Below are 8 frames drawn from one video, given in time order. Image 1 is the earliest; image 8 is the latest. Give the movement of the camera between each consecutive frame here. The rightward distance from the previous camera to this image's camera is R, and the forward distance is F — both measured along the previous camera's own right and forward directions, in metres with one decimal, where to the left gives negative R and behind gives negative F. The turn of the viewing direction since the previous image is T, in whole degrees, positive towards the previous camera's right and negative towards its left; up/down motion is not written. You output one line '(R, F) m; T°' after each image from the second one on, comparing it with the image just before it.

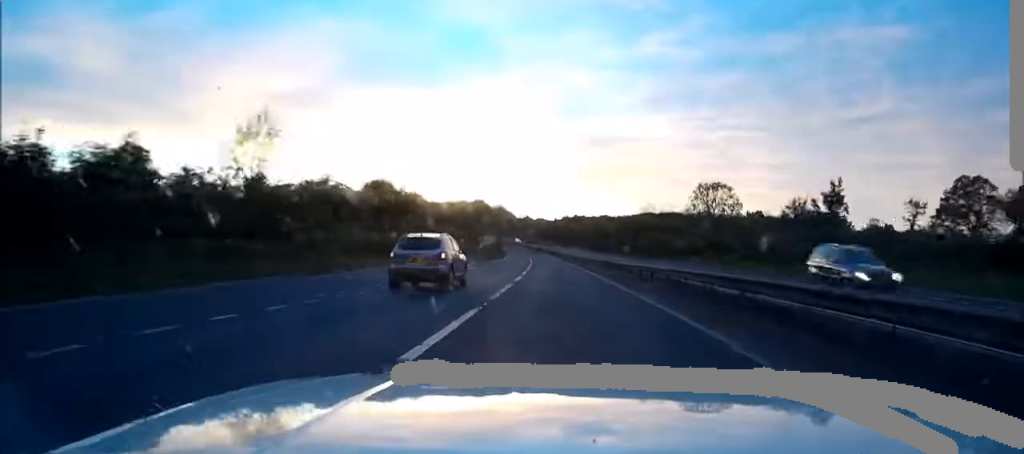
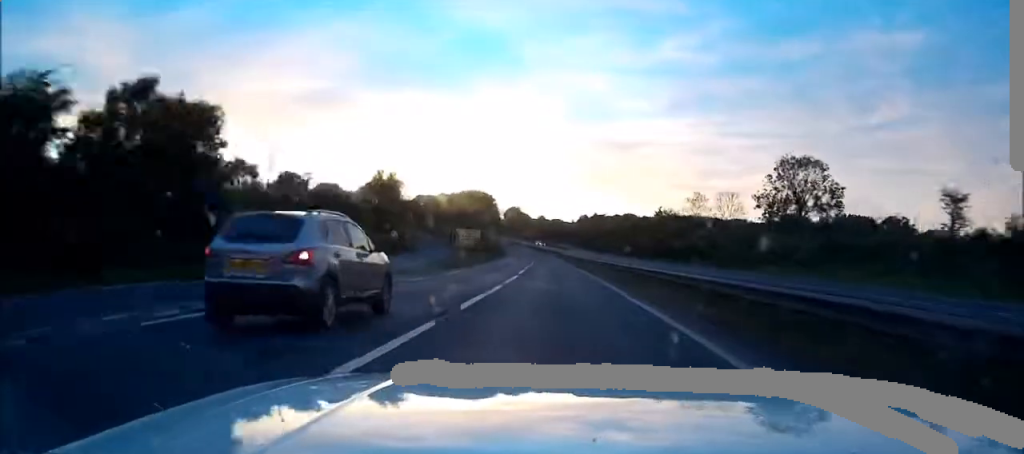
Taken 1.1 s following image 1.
(-0.5, +37.8) m; -1°
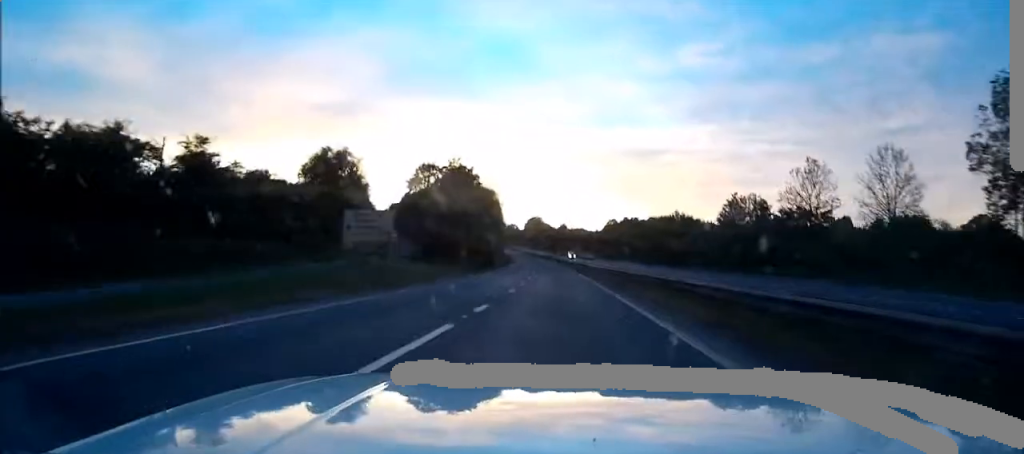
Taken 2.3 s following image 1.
(-0.7, +43.7) m; -2°
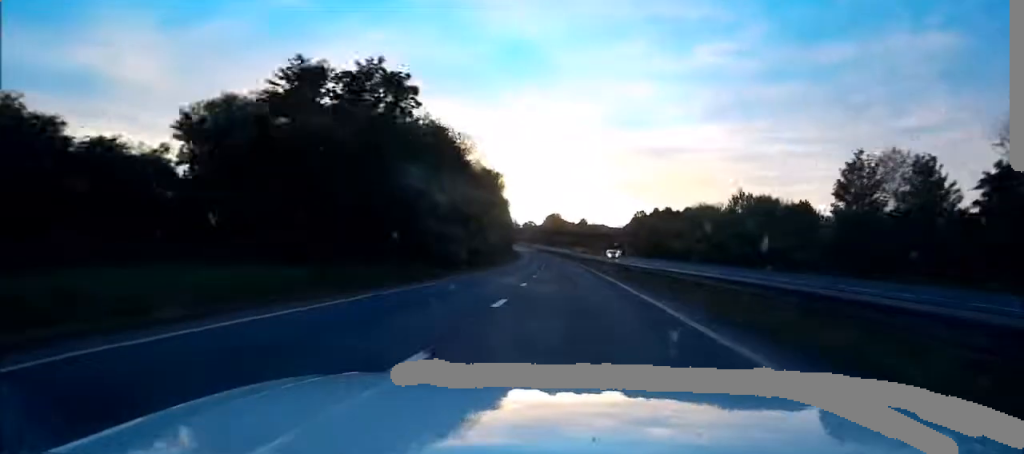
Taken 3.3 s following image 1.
(-0.4, +34.6) m; -2°
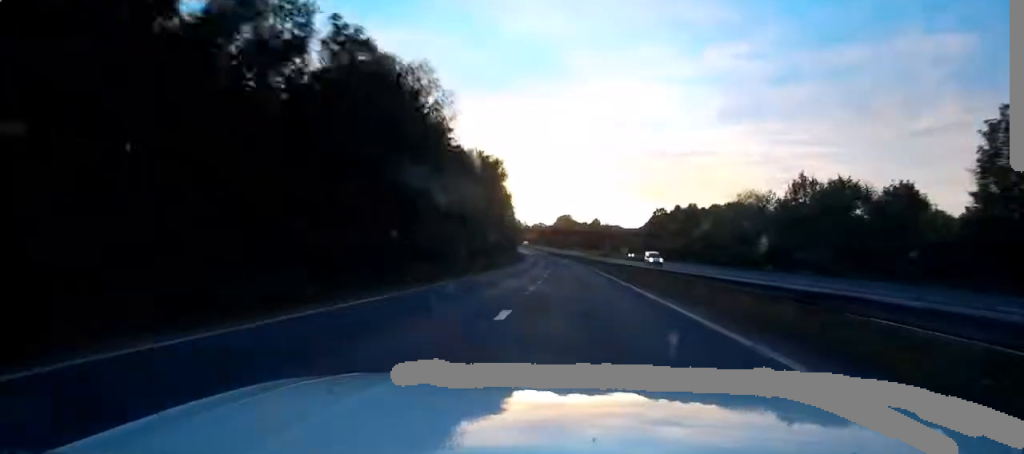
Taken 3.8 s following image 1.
(0.0, +20.4) m; -1°
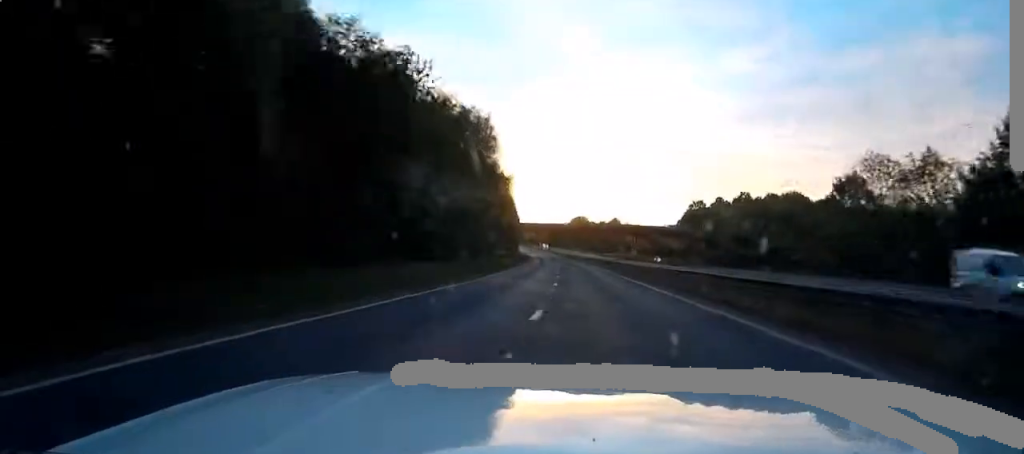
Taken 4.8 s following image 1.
(-0.9, +36.1) m; -2°
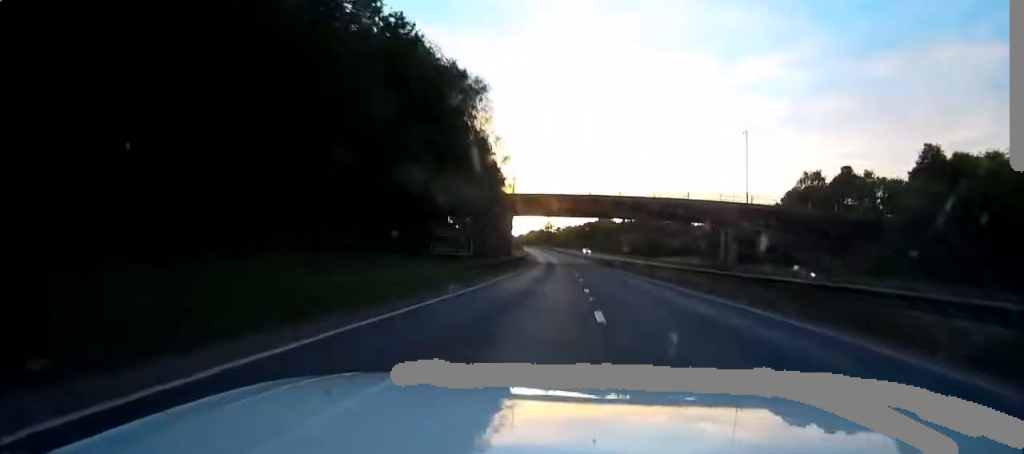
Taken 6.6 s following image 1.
(-1.1, +62.7) m; -1°
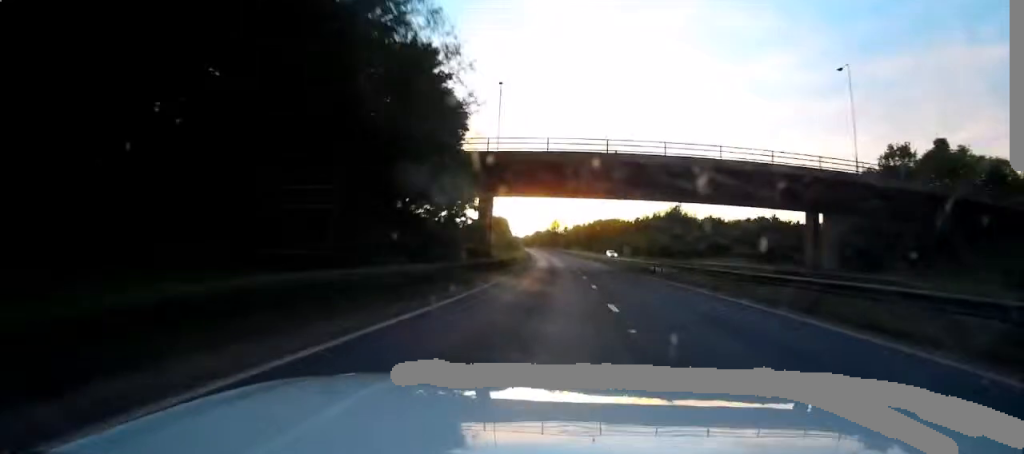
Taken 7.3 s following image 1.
(0.0, +25.5) m; -1°
